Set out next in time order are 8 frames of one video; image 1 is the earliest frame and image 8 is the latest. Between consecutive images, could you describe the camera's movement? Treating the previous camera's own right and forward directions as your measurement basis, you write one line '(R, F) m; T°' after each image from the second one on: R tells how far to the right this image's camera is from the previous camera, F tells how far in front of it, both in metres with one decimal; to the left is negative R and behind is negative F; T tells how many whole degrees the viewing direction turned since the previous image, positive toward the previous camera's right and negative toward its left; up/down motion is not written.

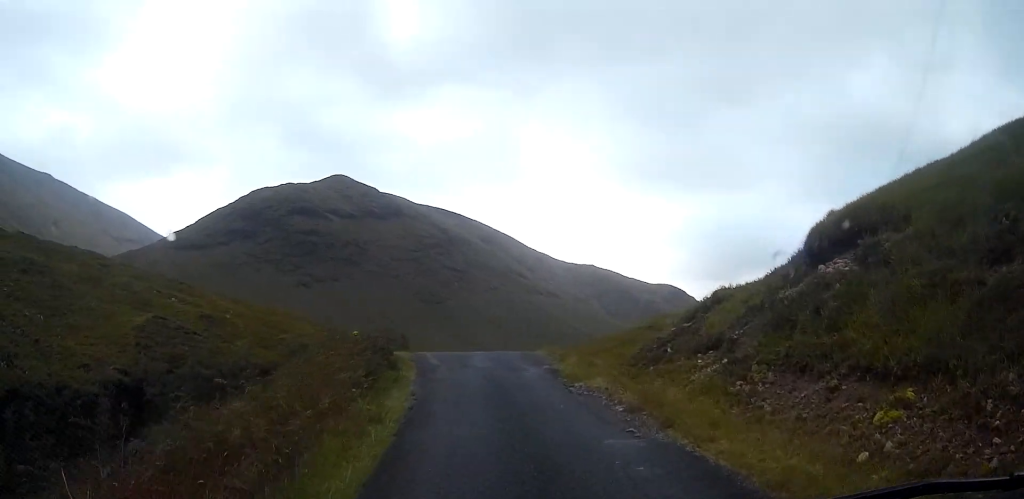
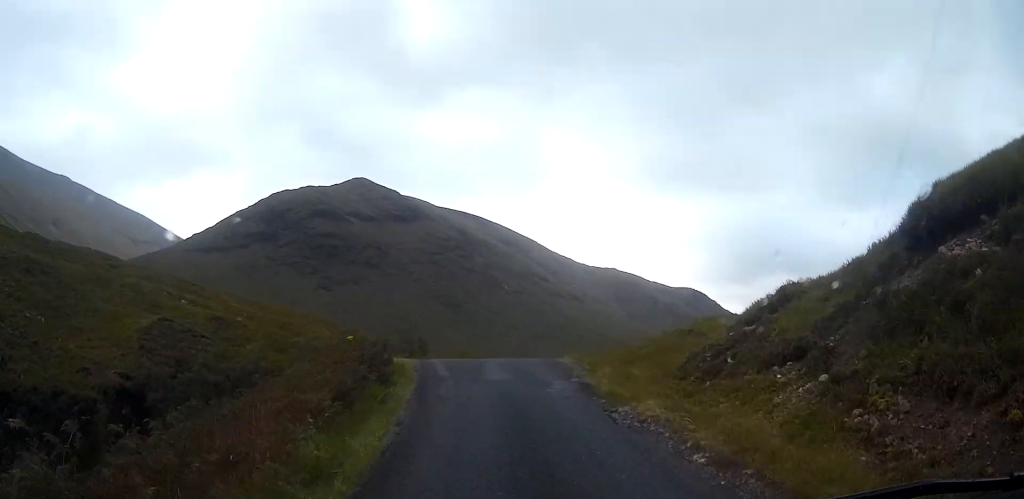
(0.0, +3.9) m; -2°
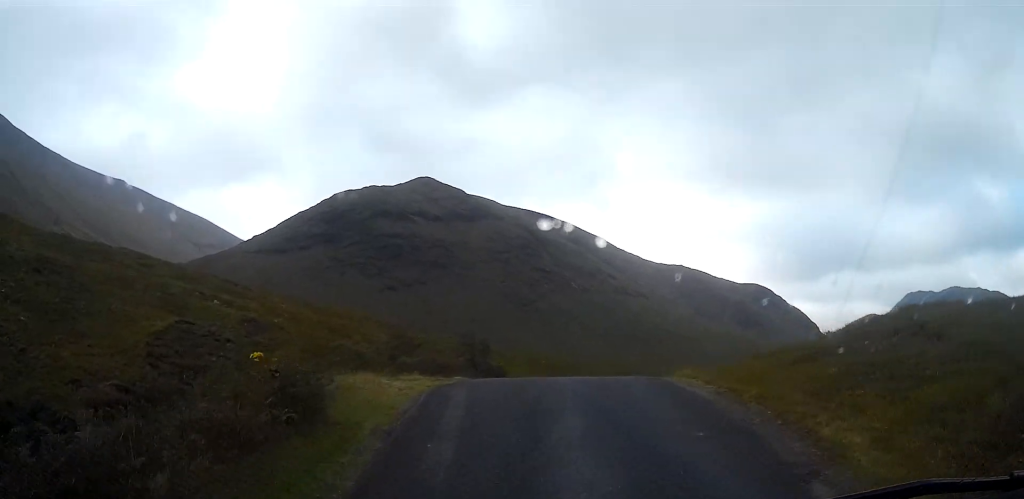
(-0.7, +12.7) m; -5°
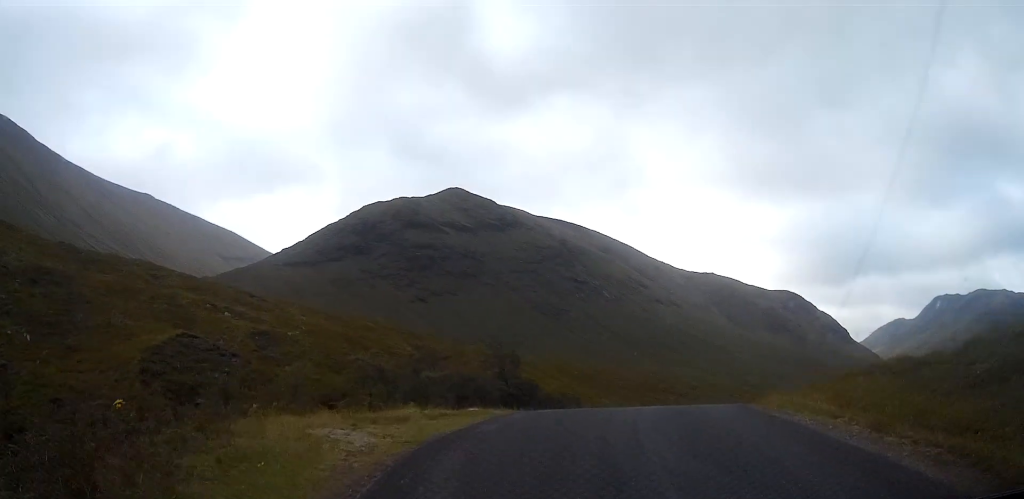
(-0.2, +7.4) m; -1°
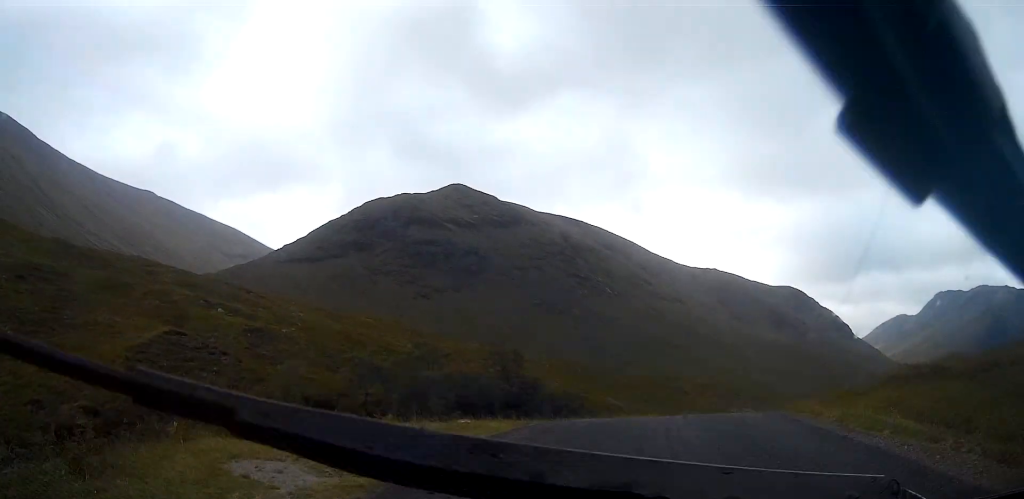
(-0.1, +3.3) m; 0°
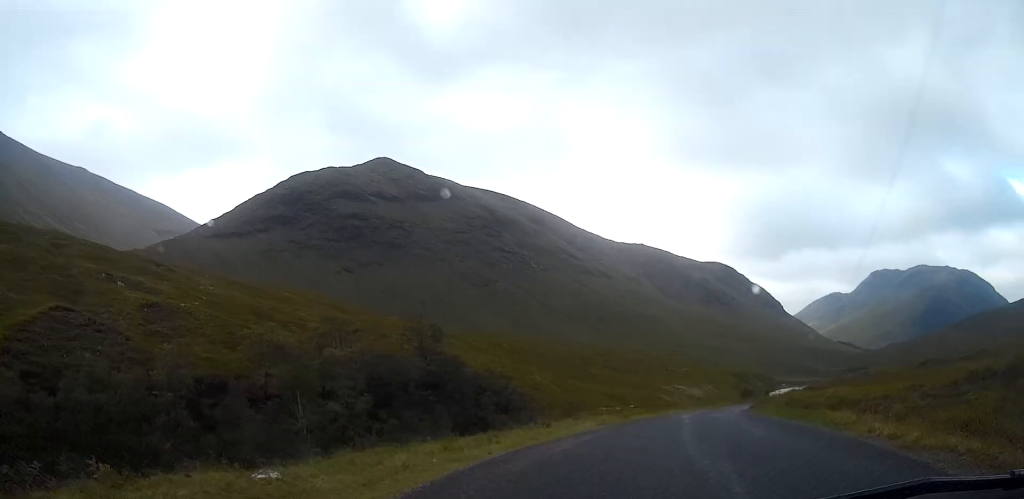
(+0.1, +9.1) m; +6°
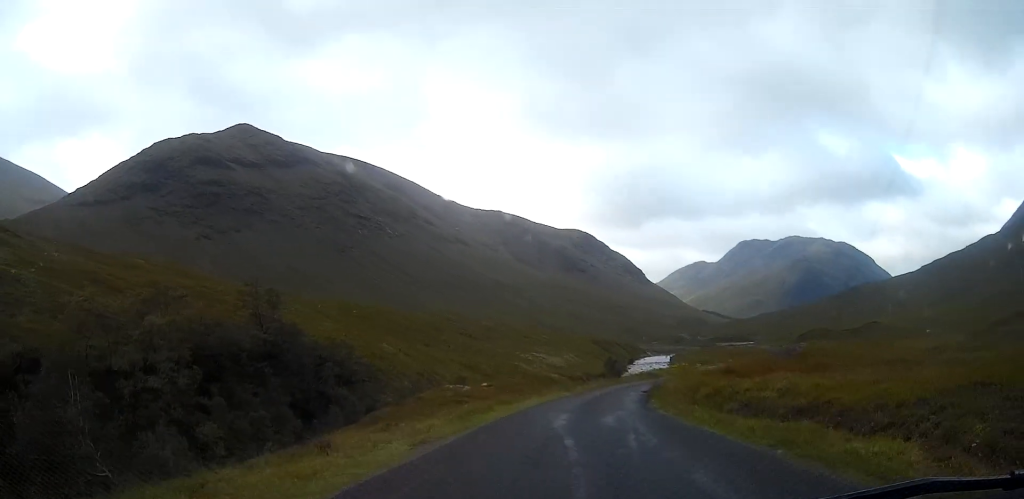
(+0.8, +8.5) m; +9°
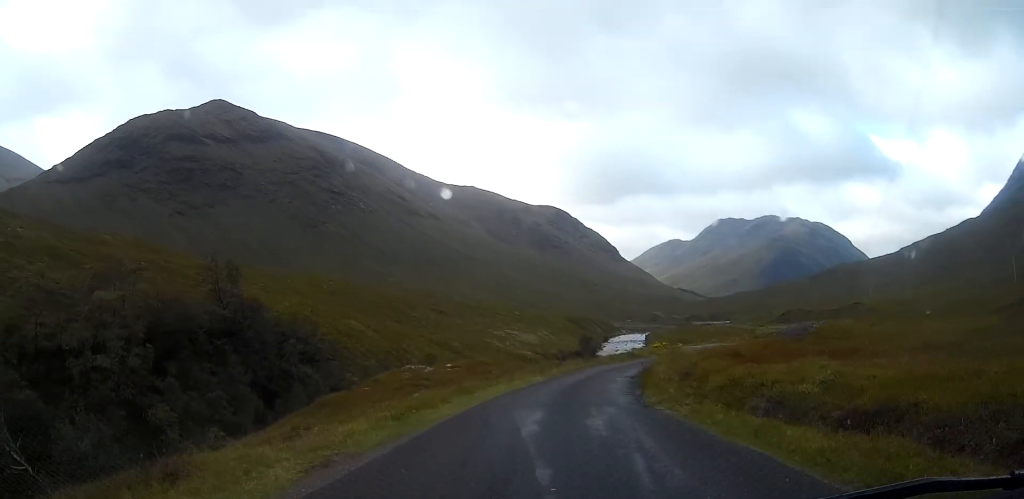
(+0.2, +4.1) m; +2°
